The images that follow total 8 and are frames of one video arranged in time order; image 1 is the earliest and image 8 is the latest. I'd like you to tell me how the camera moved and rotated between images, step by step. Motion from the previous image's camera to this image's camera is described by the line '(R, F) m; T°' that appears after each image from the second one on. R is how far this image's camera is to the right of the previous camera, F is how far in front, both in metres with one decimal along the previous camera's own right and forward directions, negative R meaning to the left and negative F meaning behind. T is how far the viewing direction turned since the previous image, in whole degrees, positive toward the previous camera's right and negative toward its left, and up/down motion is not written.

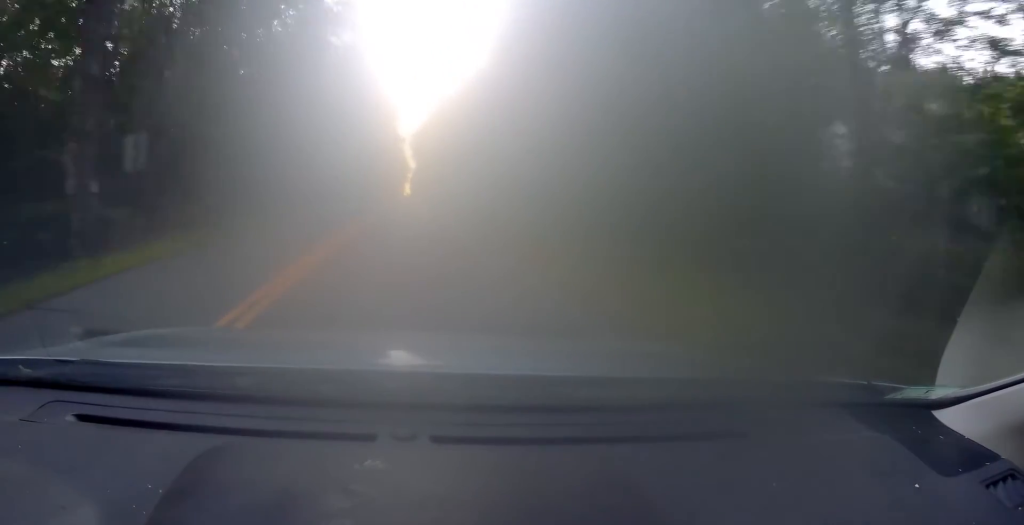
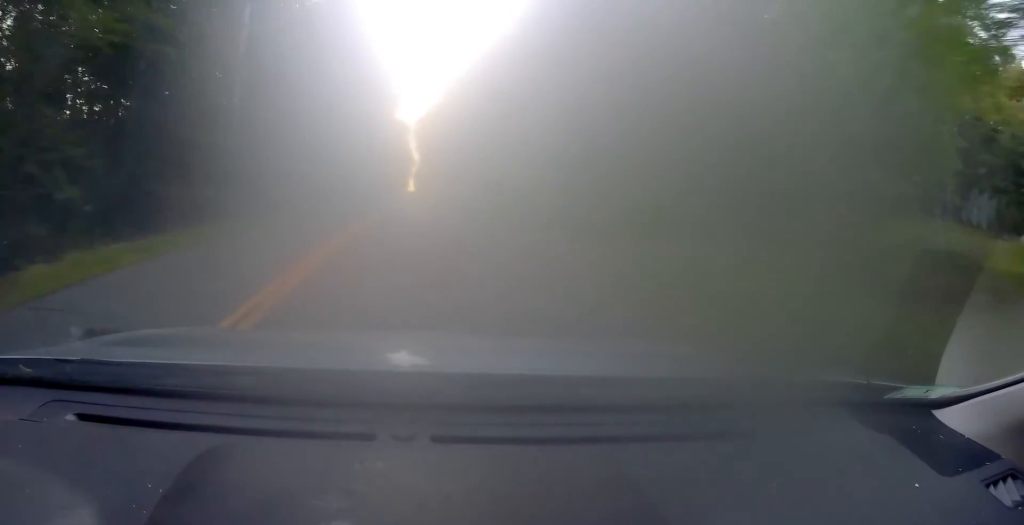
(-0.4, +24.2) m; -1°
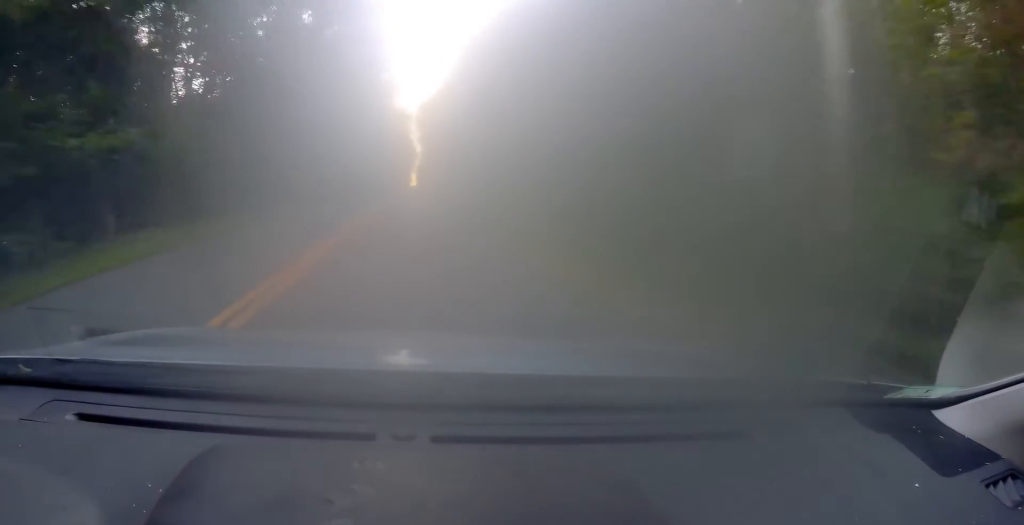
(+0.1, +15.6) m; 0°
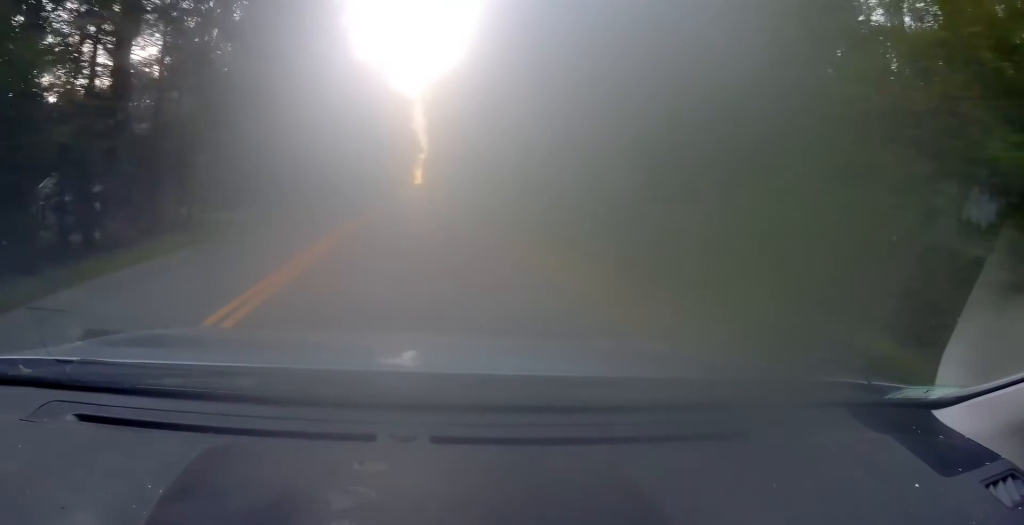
(-0.1, +30.3) m; 0°
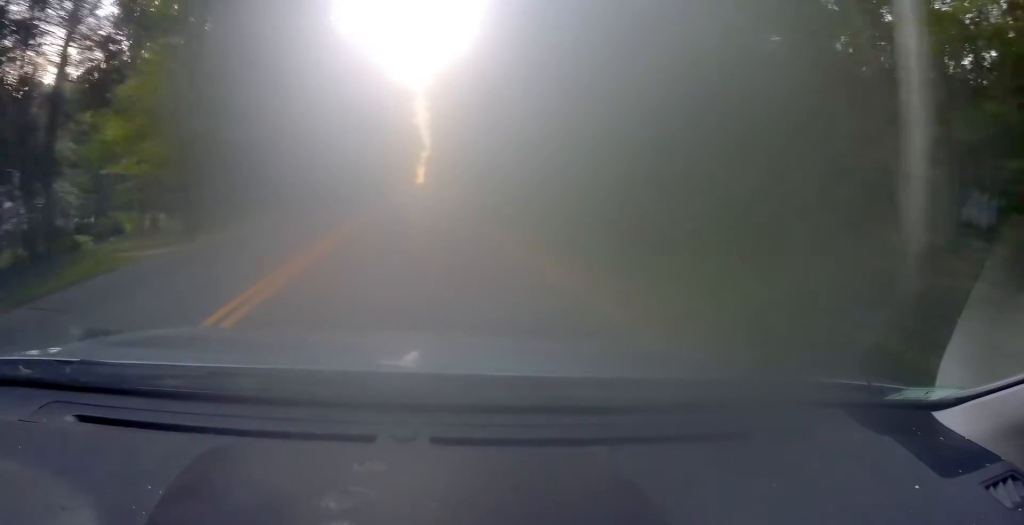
(0.0, +10.7) m; 0°
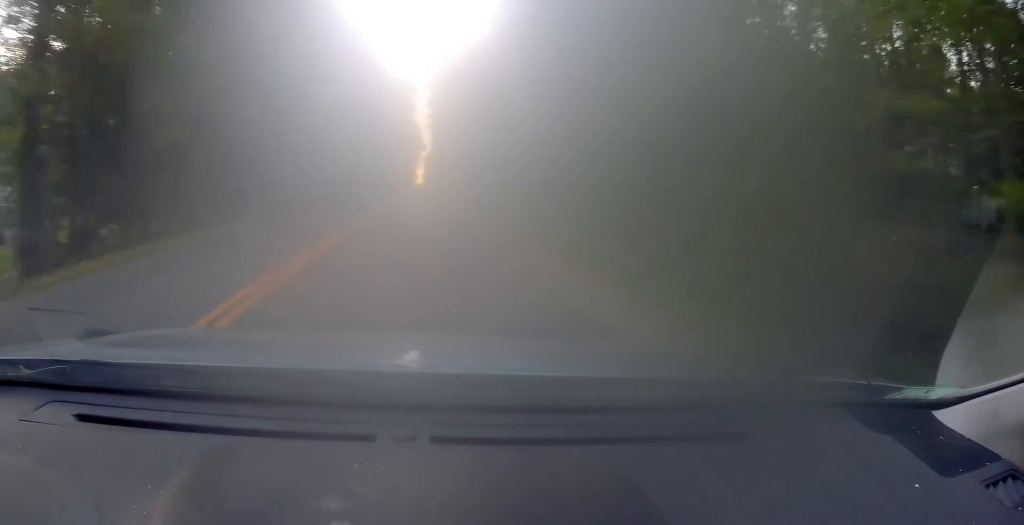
(0.0, +9.9) m; 0°
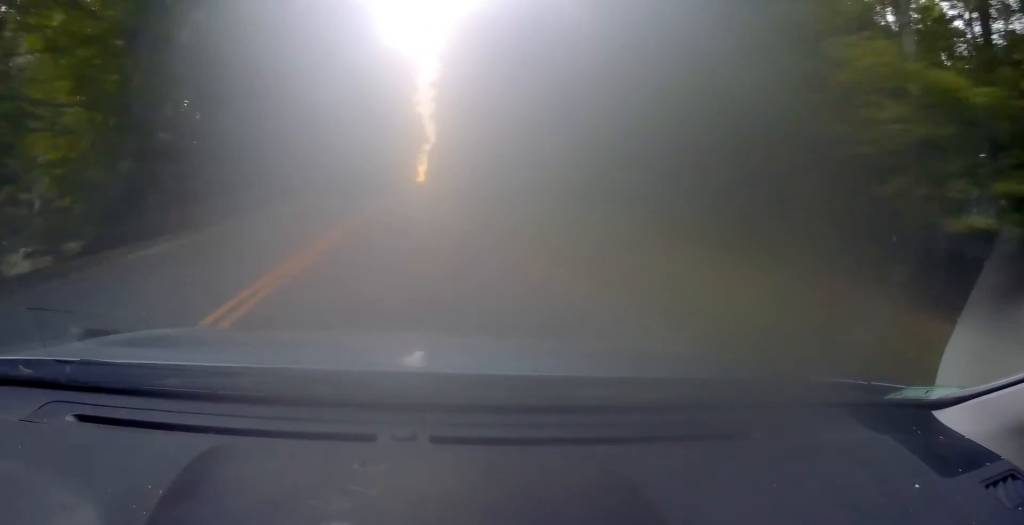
(-0.2, +22.8) m; 0°
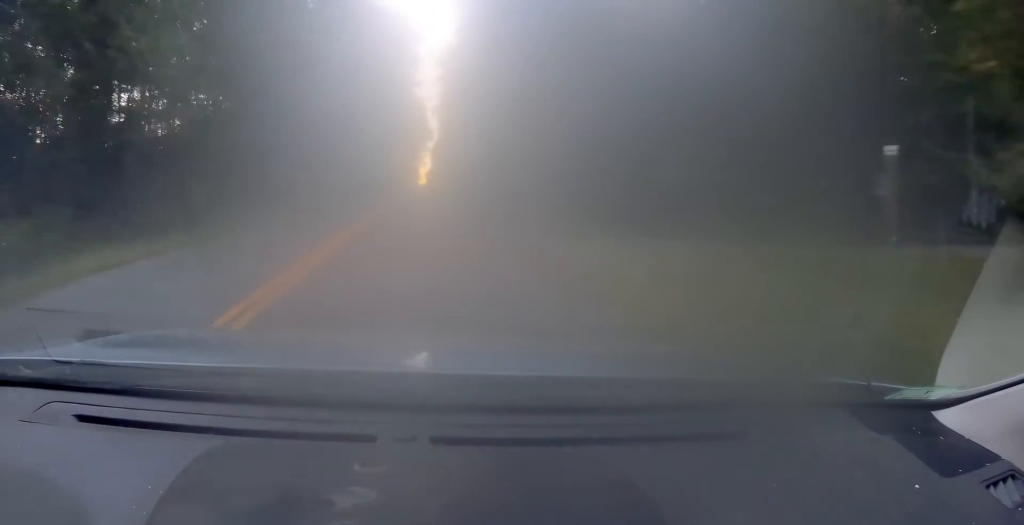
(+0.1, +22.2) m; 0°
